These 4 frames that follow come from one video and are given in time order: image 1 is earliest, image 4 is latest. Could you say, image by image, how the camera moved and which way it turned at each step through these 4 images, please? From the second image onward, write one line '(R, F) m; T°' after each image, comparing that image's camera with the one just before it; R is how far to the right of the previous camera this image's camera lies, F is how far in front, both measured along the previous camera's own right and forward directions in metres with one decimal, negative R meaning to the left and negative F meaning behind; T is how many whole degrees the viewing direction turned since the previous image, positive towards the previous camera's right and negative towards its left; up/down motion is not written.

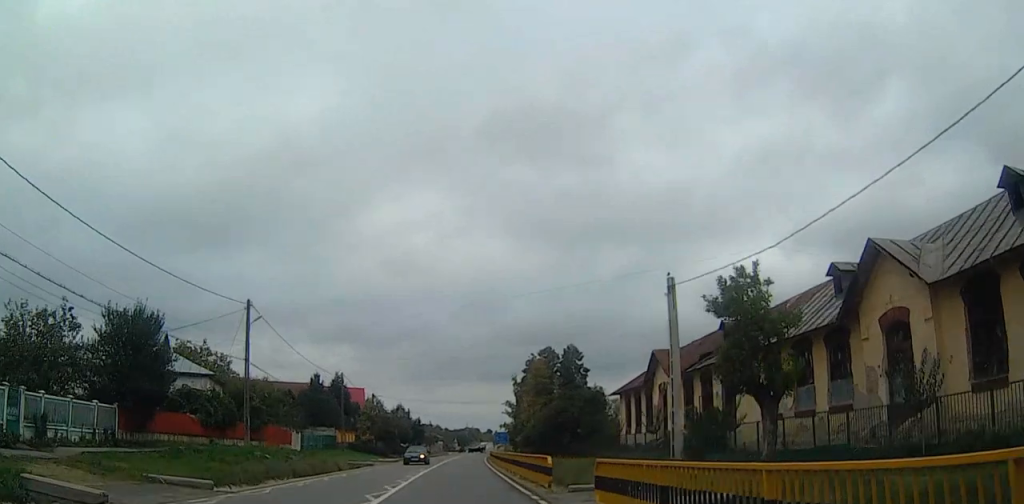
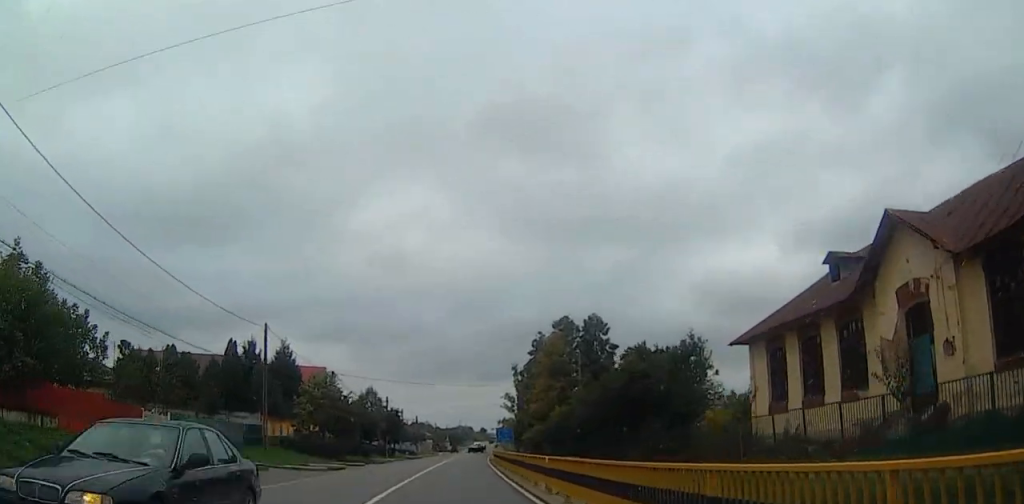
(+0.1, +27.1) m; +1°
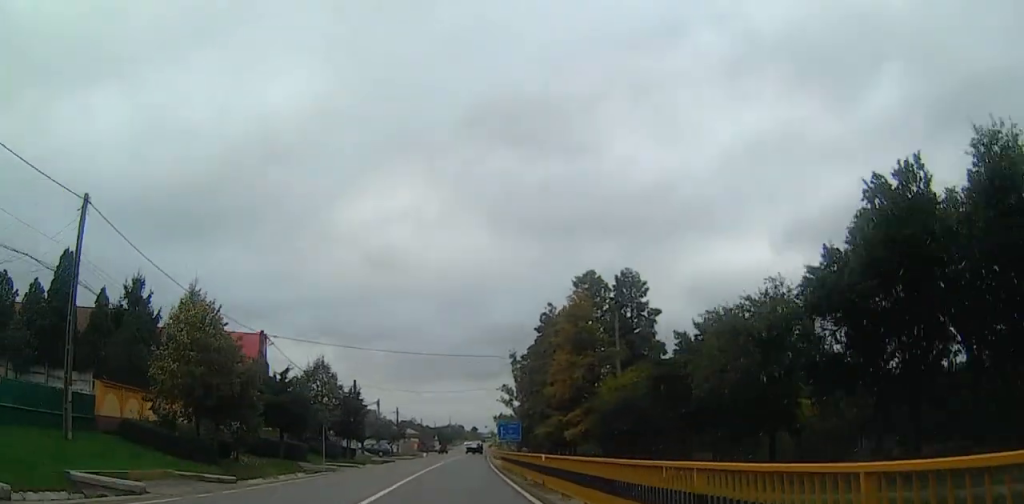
(+0.2, +24.8) m; +1°
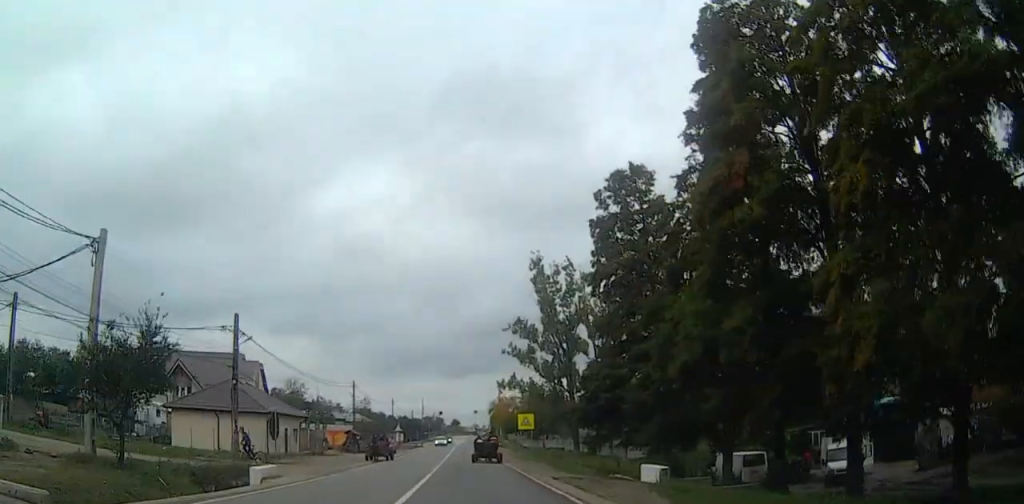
(+1.1, +78.9) m; -1°
